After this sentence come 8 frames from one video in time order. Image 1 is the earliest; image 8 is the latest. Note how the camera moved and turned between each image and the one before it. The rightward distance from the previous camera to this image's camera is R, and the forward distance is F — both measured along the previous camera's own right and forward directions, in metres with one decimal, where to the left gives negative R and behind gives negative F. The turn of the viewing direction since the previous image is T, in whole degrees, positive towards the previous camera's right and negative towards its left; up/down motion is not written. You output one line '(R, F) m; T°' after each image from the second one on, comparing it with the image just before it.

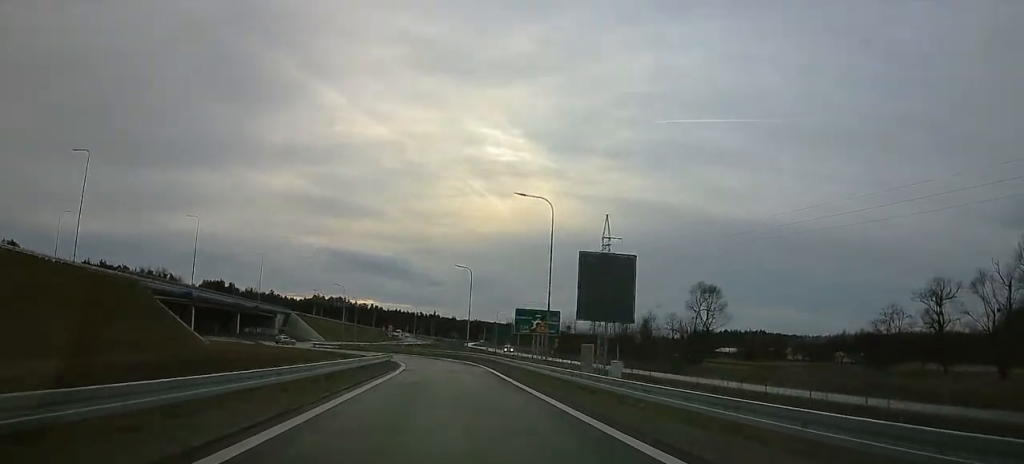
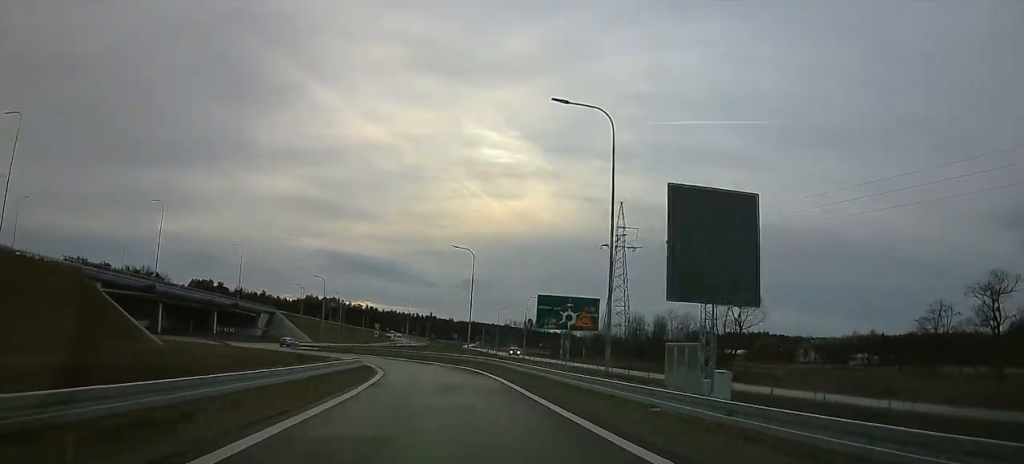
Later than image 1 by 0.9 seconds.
(0.0, +14.2) m; +1°
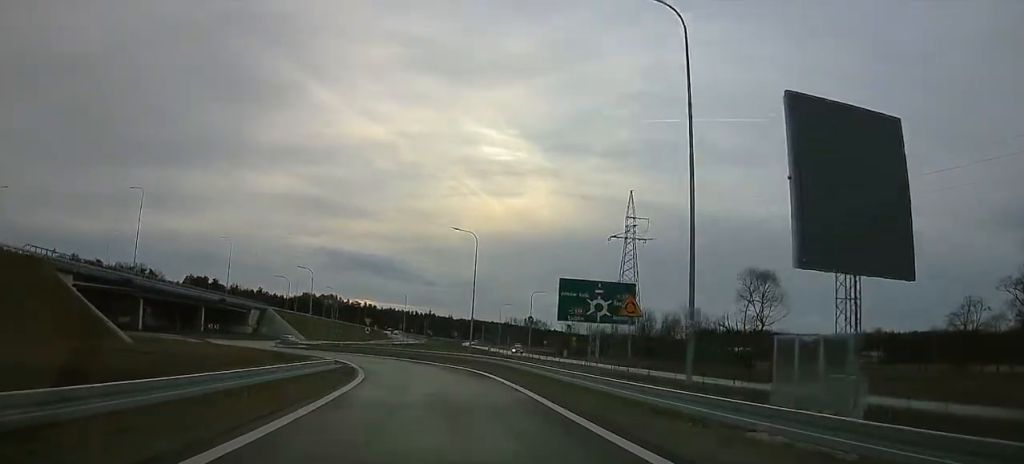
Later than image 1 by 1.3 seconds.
(-0.1, +7.5) m; +1°
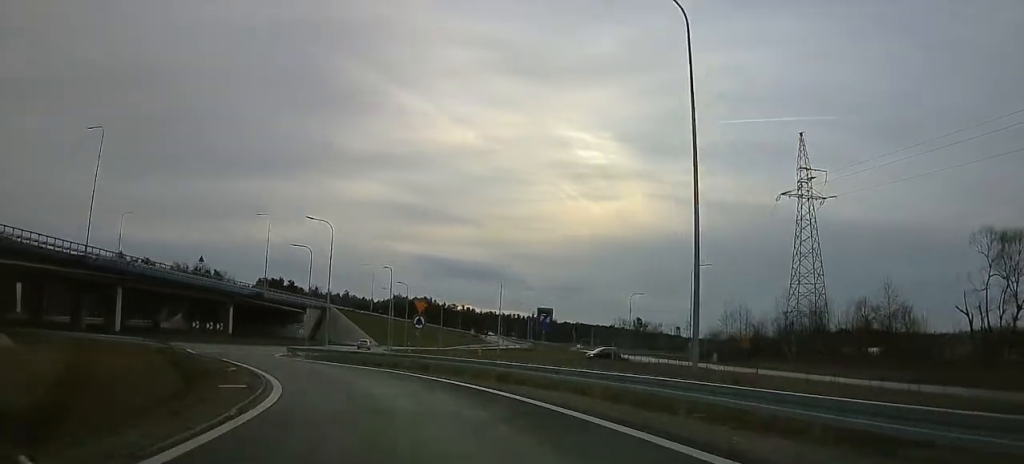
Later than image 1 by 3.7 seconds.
(-1.2, +33.3) m; -12°
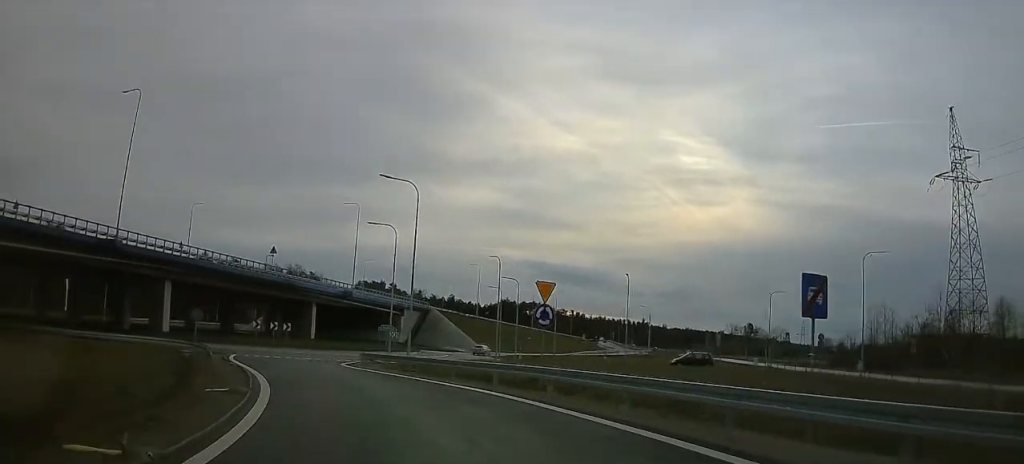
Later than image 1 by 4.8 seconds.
(-1.1, +12.6) m; -7°
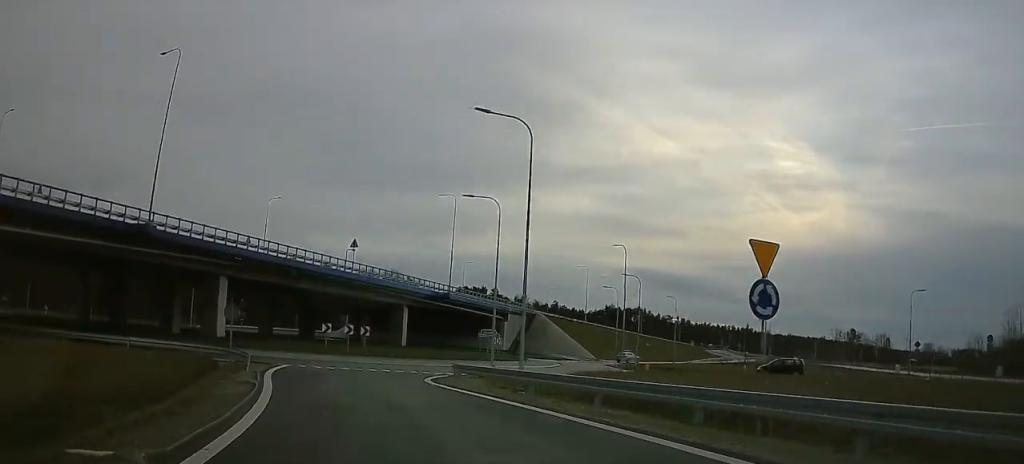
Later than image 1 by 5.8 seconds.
(-0.3, +10.0) m; -8°
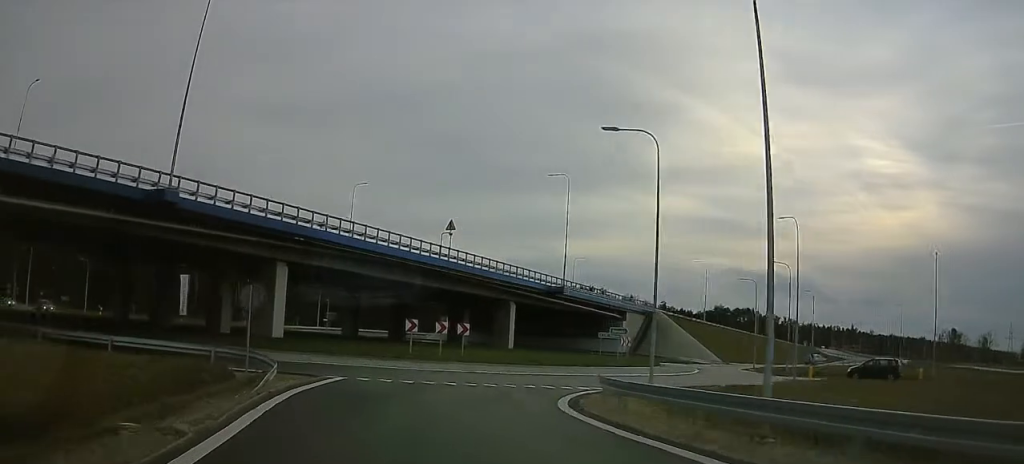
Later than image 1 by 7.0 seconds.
(-1.1, +10.2) m; -5°
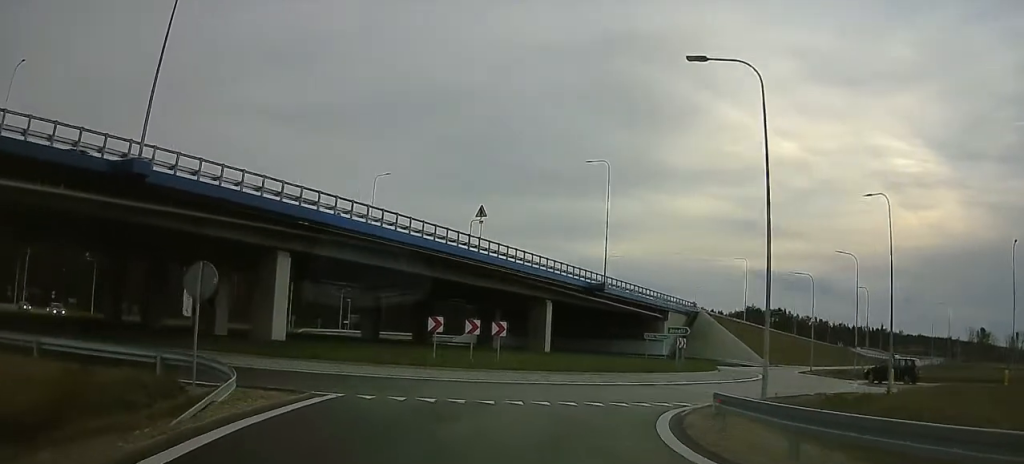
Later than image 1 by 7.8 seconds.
(+0.1, +5.2) m; +2°
